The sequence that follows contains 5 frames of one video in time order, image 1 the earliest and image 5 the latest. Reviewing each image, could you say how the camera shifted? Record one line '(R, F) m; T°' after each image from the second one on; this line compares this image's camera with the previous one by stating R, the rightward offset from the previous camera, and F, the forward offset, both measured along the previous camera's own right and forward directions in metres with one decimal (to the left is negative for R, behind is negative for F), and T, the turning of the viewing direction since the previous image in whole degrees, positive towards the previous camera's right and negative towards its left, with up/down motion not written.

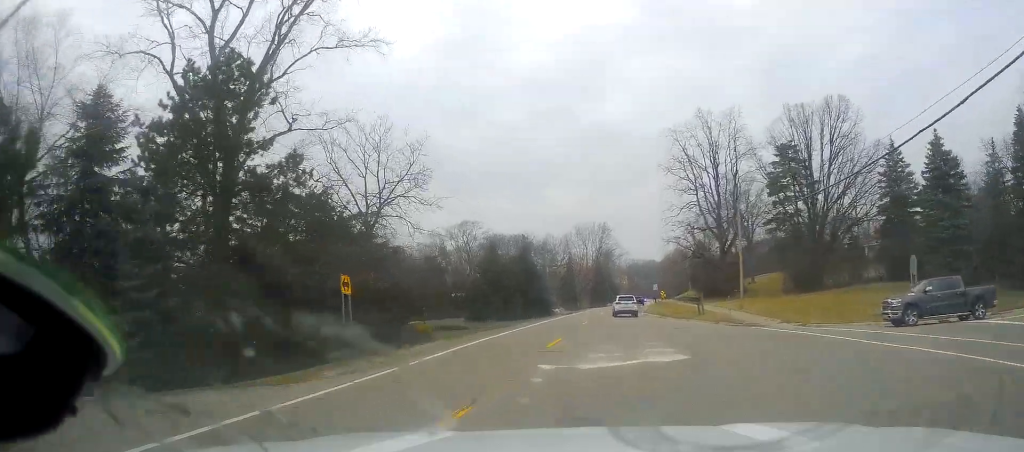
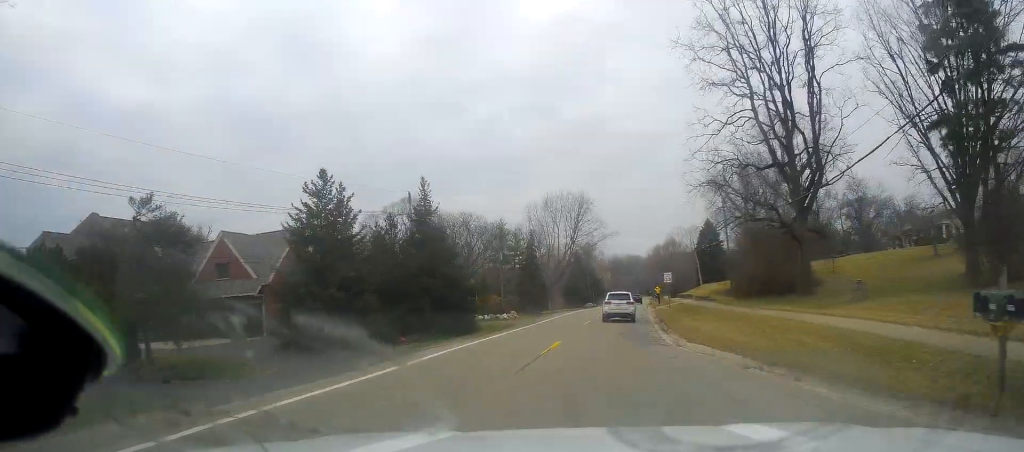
(+0.5, +34.3) m; +2°
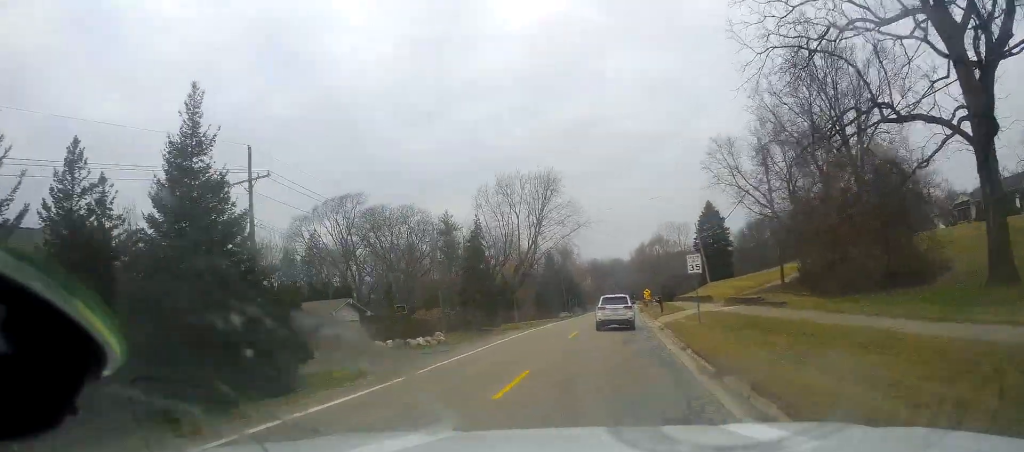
(+0.2, +21.7) m; +1°
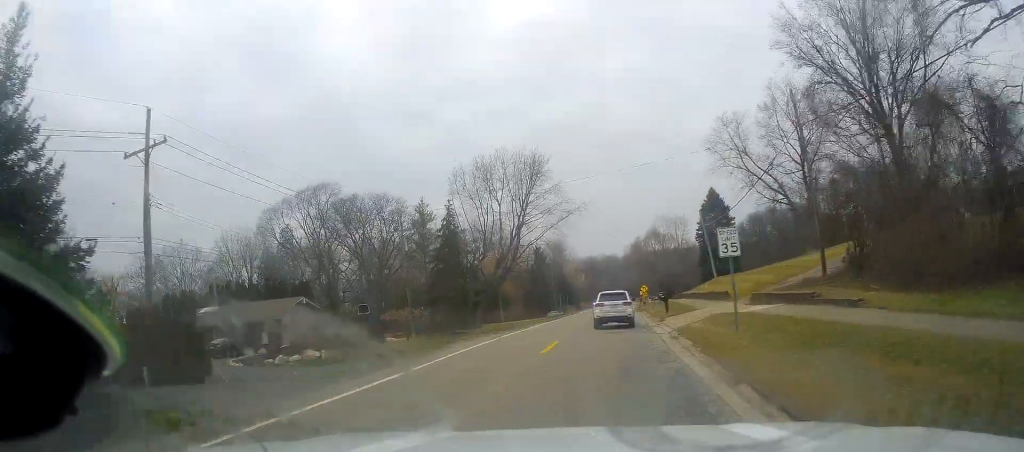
(0.0, +7.8) m; +1°
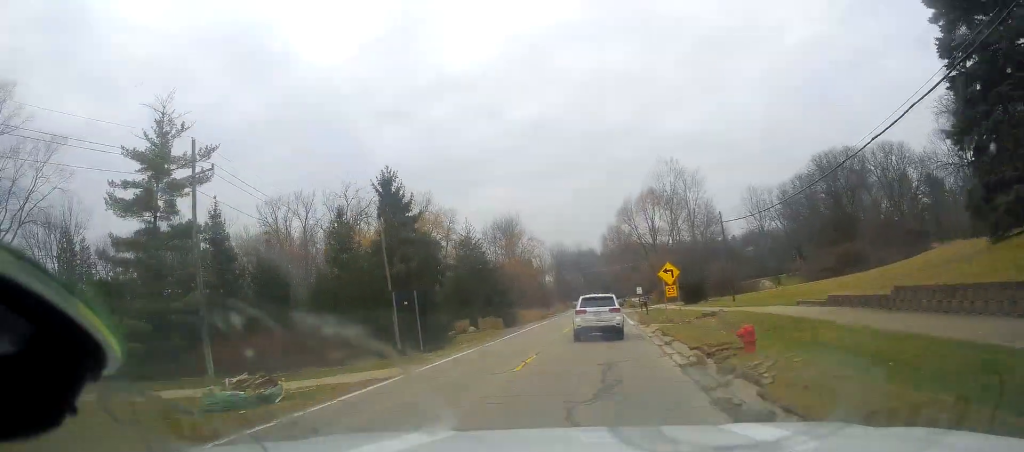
(+1.3, +63.2) m; +1°
